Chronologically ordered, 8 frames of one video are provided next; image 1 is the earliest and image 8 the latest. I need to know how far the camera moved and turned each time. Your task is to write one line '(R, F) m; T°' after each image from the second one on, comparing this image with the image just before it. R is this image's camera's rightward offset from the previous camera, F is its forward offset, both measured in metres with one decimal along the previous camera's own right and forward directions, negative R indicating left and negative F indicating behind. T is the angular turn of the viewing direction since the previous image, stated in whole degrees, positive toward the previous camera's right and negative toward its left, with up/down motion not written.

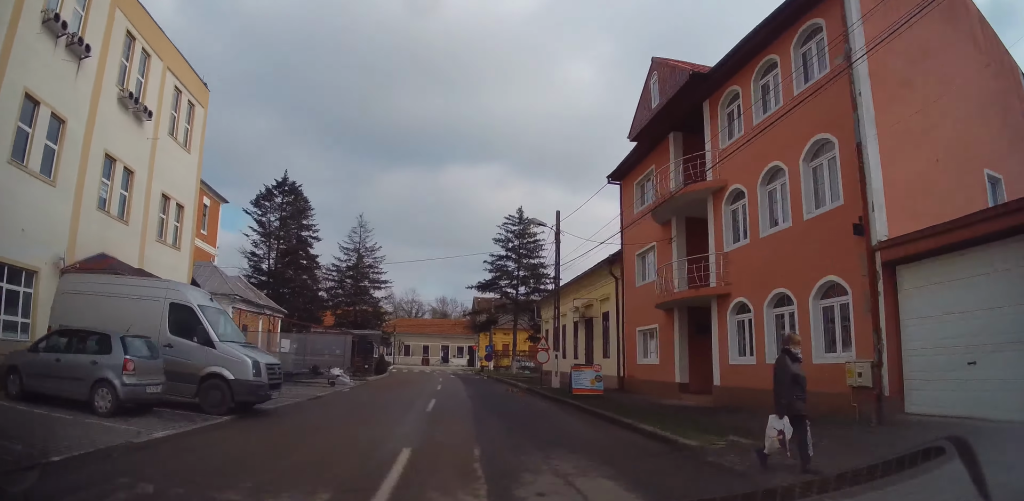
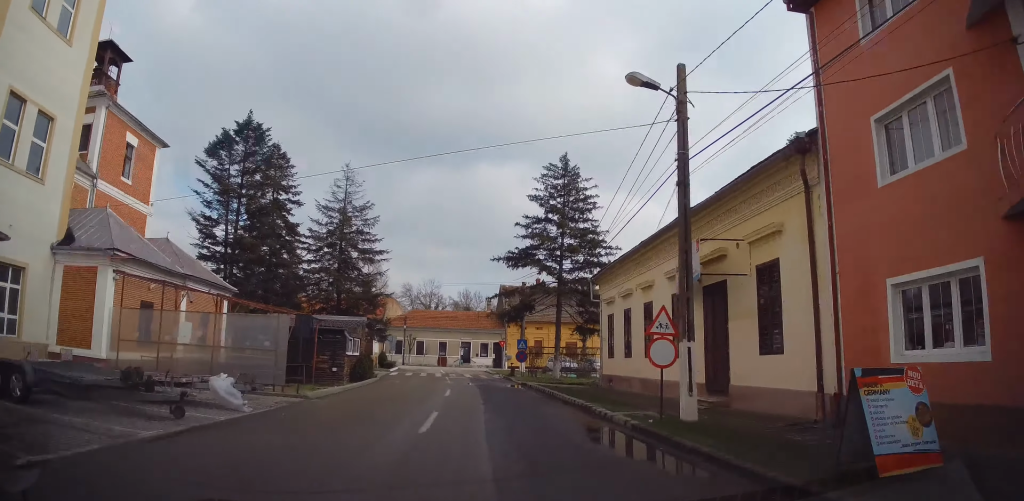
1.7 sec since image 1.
(-0.7, +12.4) m; -8°
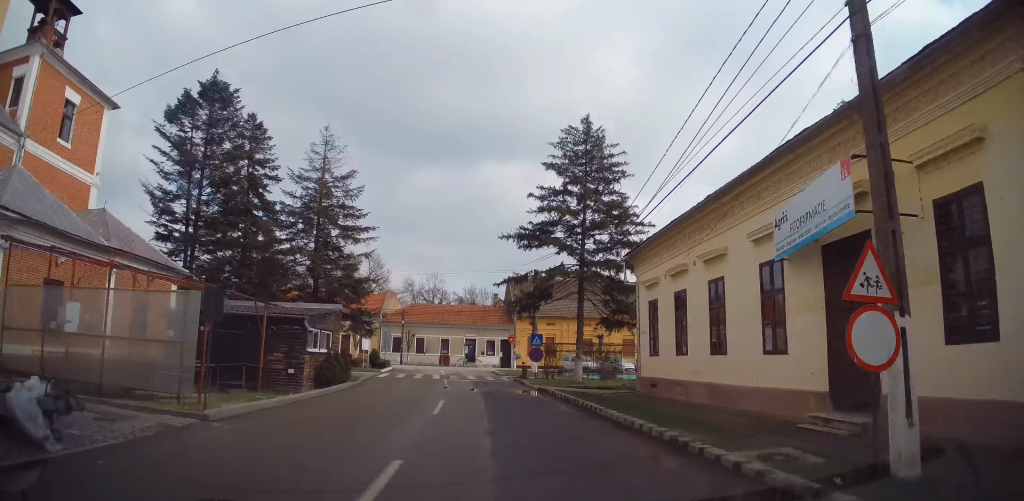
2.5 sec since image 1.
(-0.5, +5.7) m; -2°
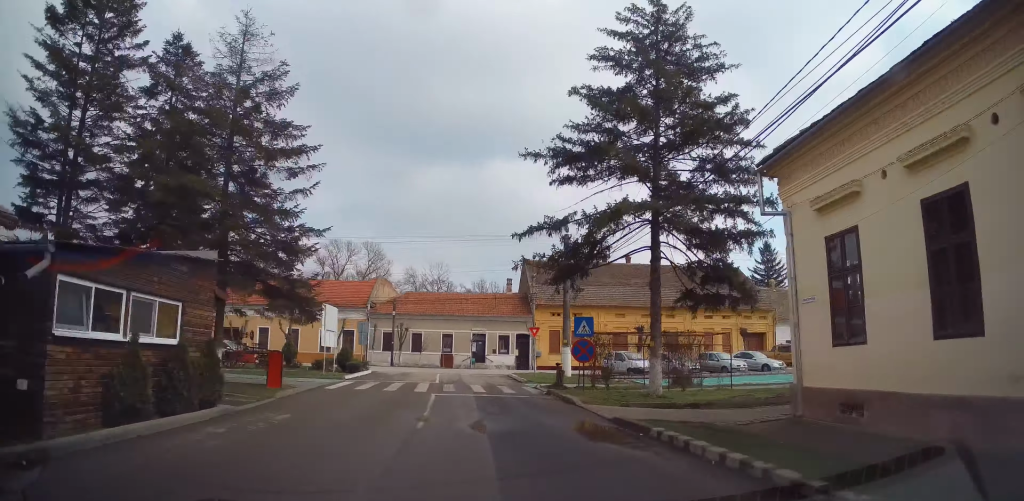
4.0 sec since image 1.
(+0.6, +11.3) m; 0°
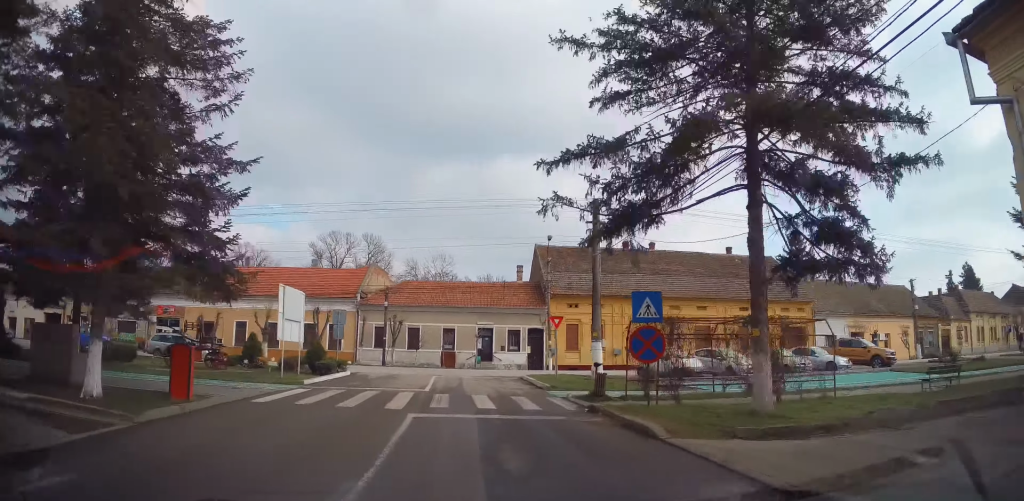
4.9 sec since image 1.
(-0.3, +6.6) m; -3°
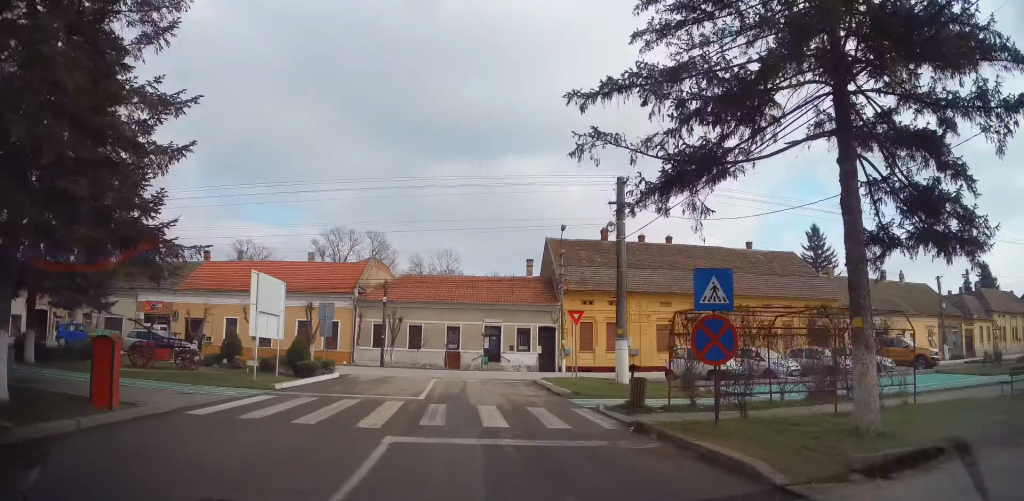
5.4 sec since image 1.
(-0.1, +3.4) m; -1°
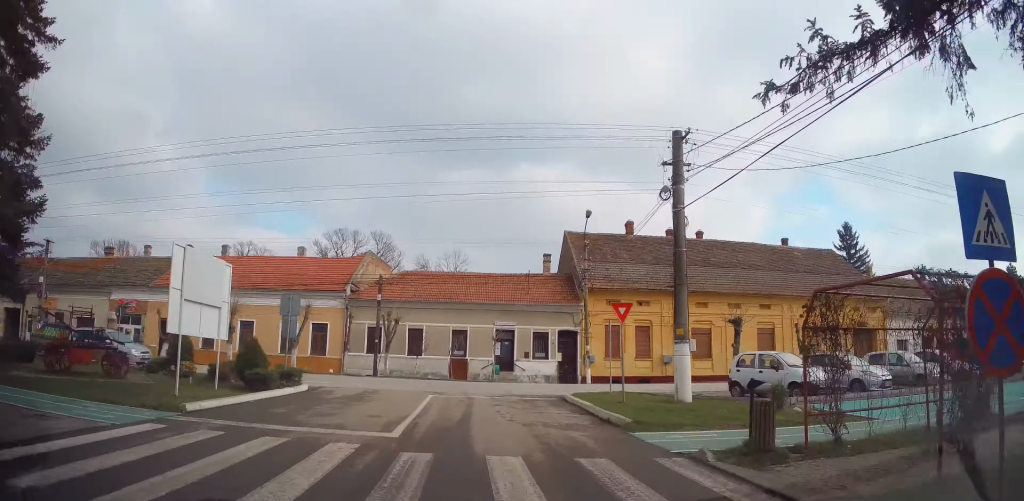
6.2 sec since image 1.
(0.0, +5.4) m; 0°
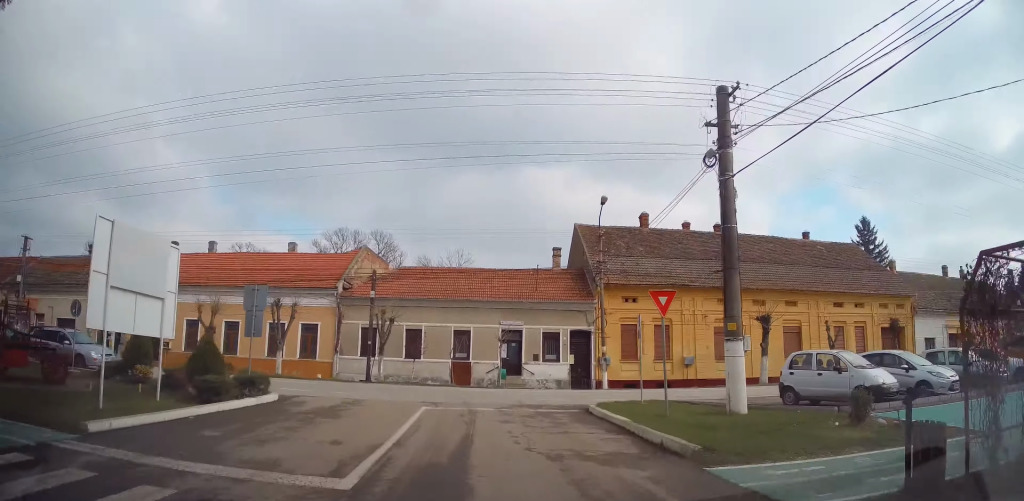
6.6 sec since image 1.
(0.0, +2.9) m; 0°
